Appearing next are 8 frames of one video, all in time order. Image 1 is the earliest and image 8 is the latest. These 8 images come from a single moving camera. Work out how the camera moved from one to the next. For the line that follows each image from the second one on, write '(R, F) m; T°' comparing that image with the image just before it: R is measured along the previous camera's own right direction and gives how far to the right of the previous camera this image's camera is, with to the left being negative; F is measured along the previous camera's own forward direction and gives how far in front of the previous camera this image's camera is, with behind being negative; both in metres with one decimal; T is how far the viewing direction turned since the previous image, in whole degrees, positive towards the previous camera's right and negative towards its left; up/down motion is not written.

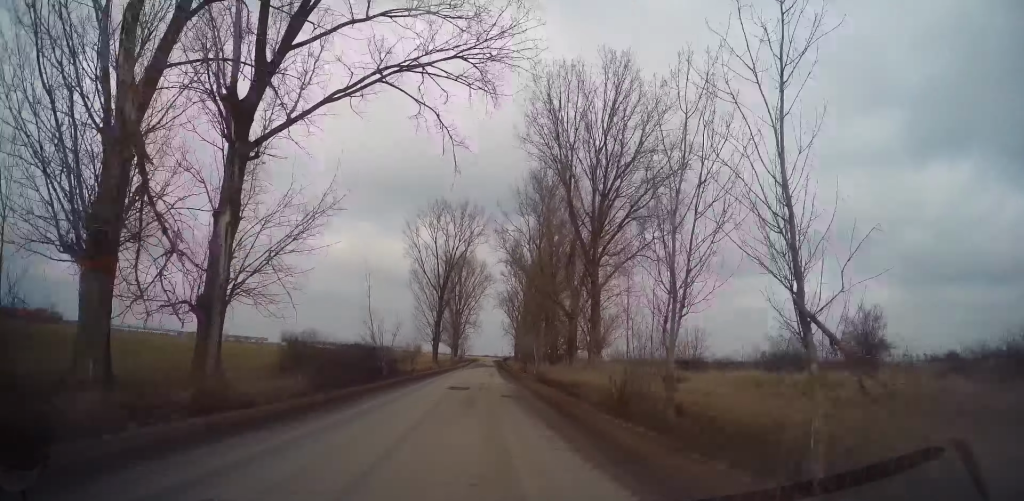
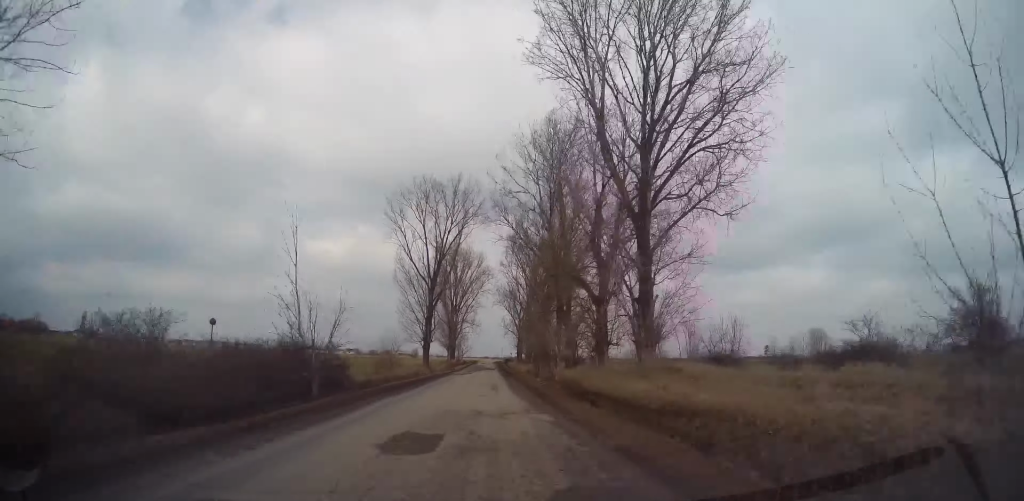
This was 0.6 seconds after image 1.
(-0.1, +12.9) m; 0°
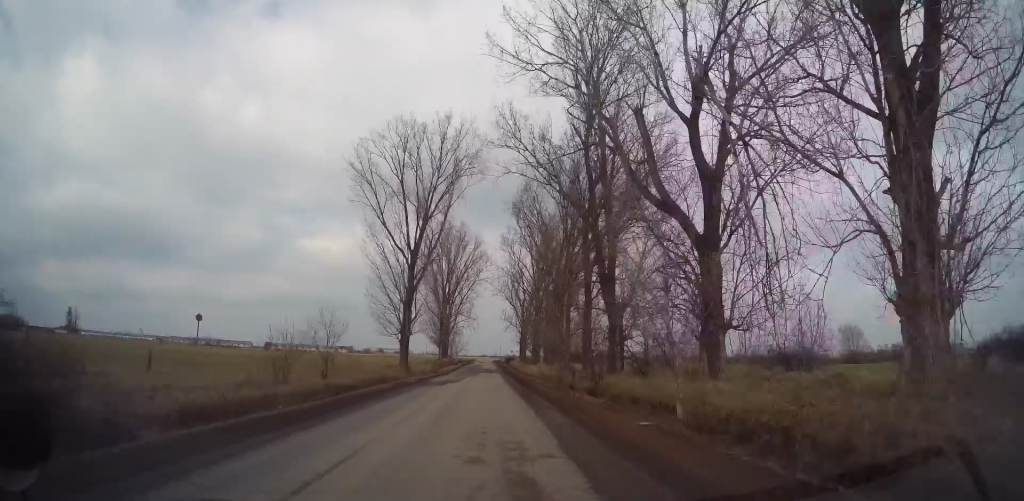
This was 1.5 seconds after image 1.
(-0.1, +18.6) m; 0°
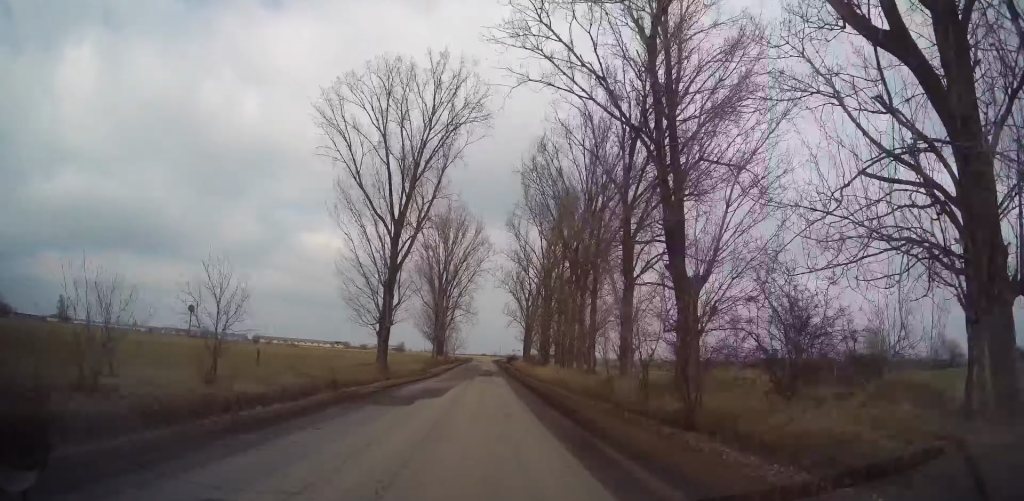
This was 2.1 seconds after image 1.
(+0.1, +11.8) m; 0°
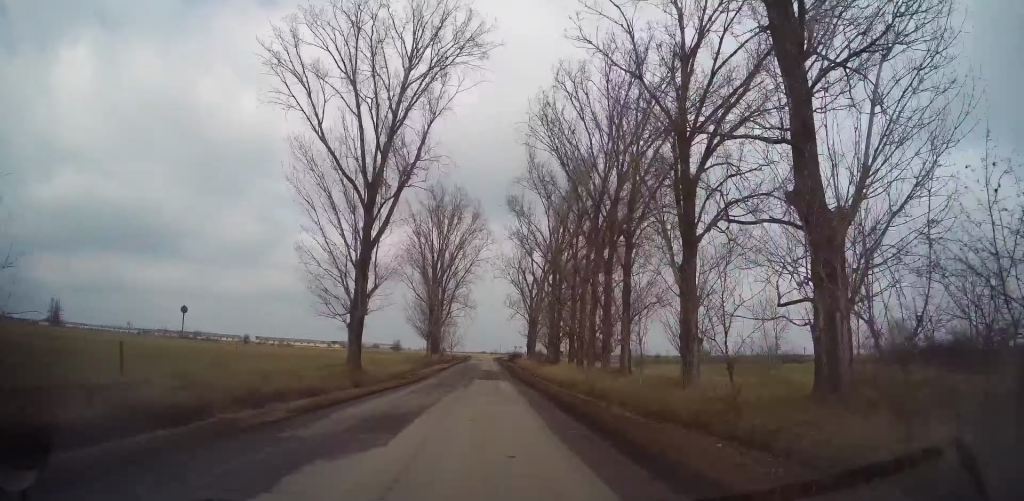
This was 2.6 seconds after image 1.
(0.0, +9.7) m; 0°
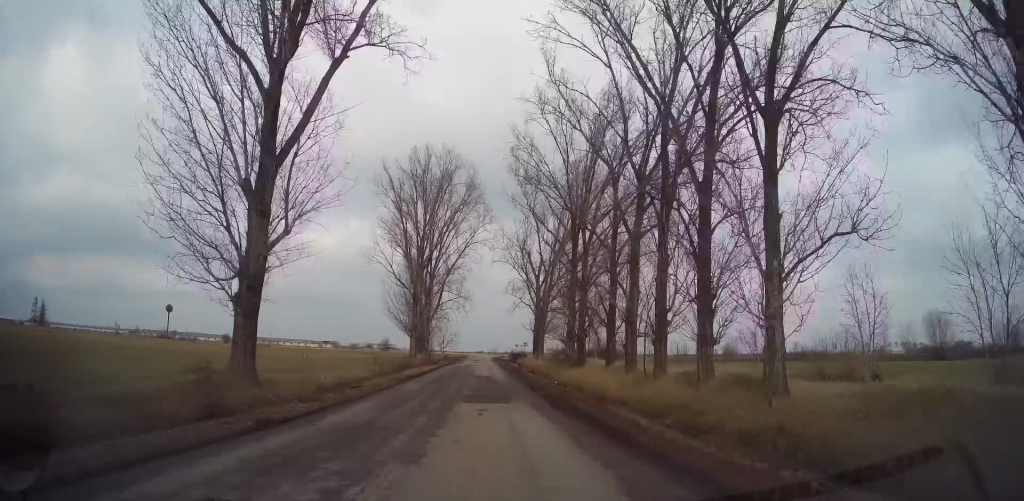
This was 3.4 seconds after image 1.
(0.0, +16.5) m; 0°
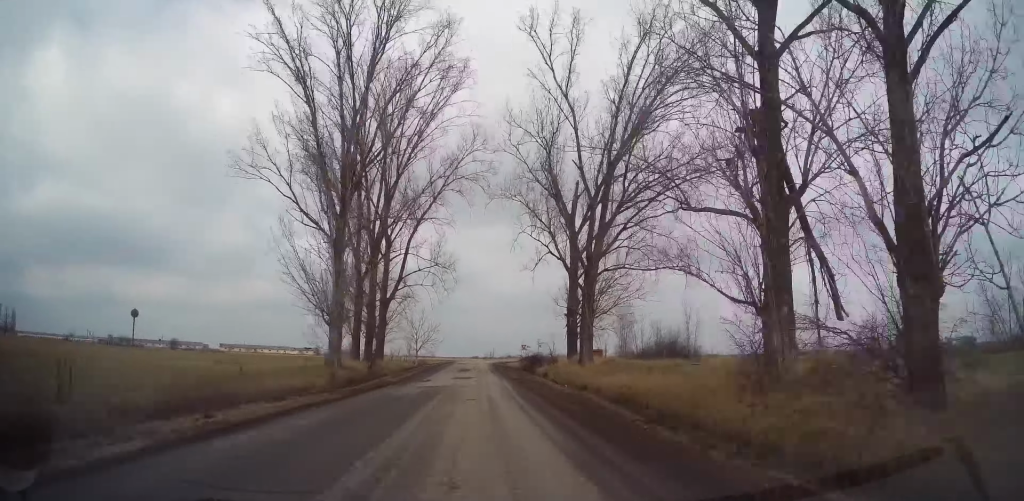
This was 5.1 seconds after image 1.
(+0.3, +34.7) m; 0°
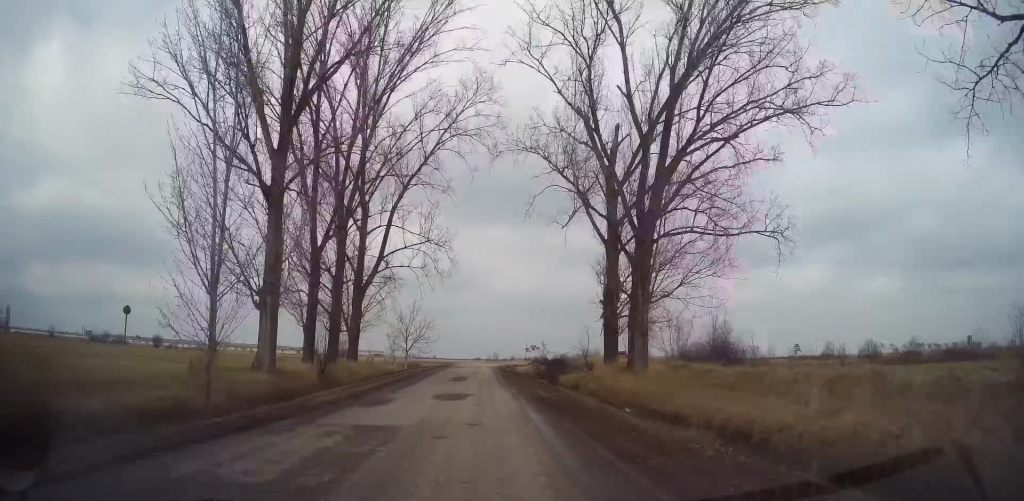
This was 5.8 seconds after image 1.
(-0.2, +11.5) m; -1°
